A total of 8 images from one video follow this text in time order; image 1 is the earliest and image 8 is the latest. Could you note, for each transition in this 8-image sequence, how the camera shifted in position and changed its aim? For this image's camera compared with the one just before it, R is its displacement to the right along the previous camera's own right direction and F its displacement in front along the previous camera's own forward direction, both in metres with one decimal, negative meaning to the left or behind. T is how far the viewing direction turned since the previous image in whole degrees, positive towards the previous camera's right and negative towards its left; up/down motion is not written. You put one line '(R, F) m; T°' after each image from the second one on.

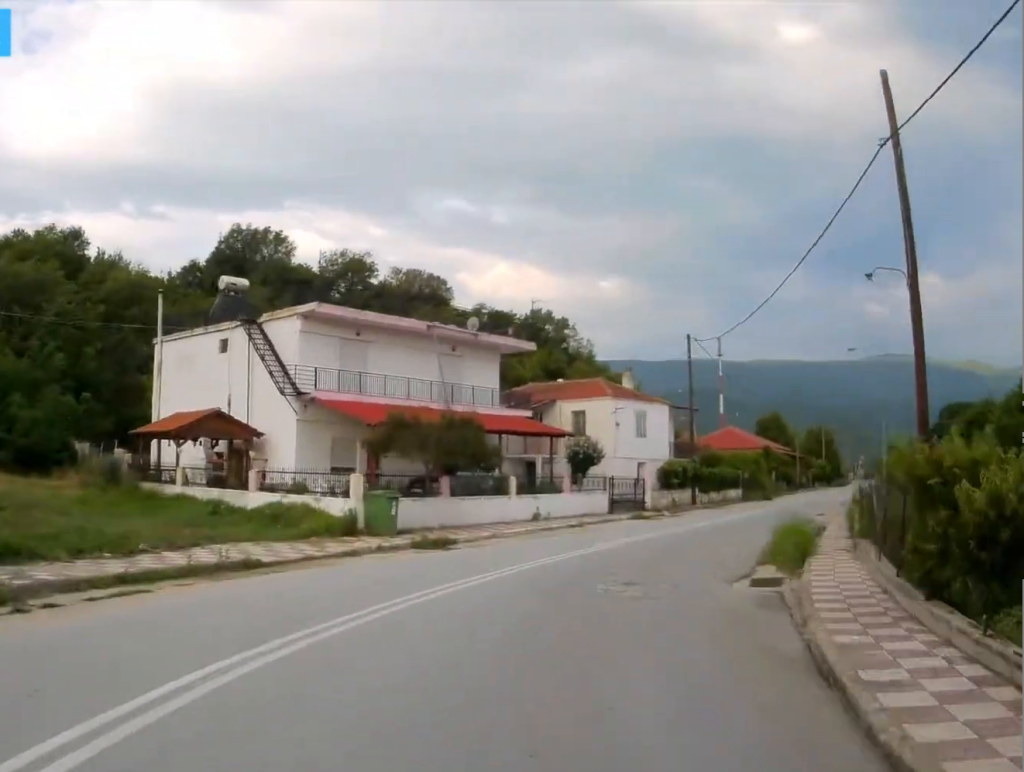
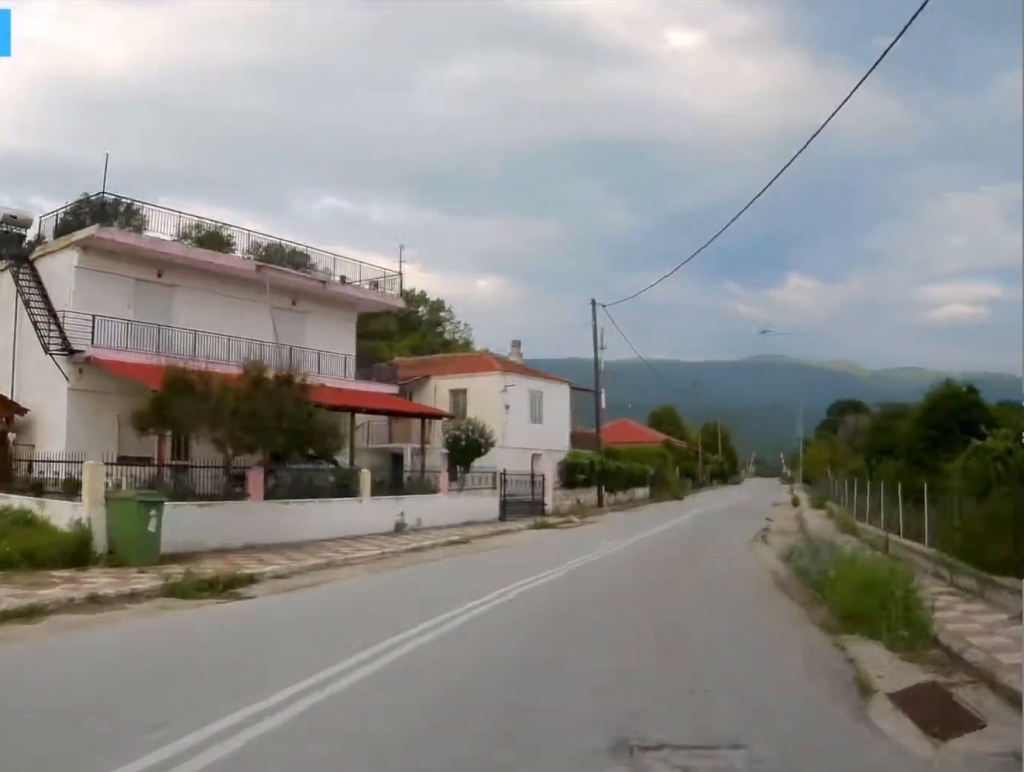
(-0.5, +9.9) m; +6°
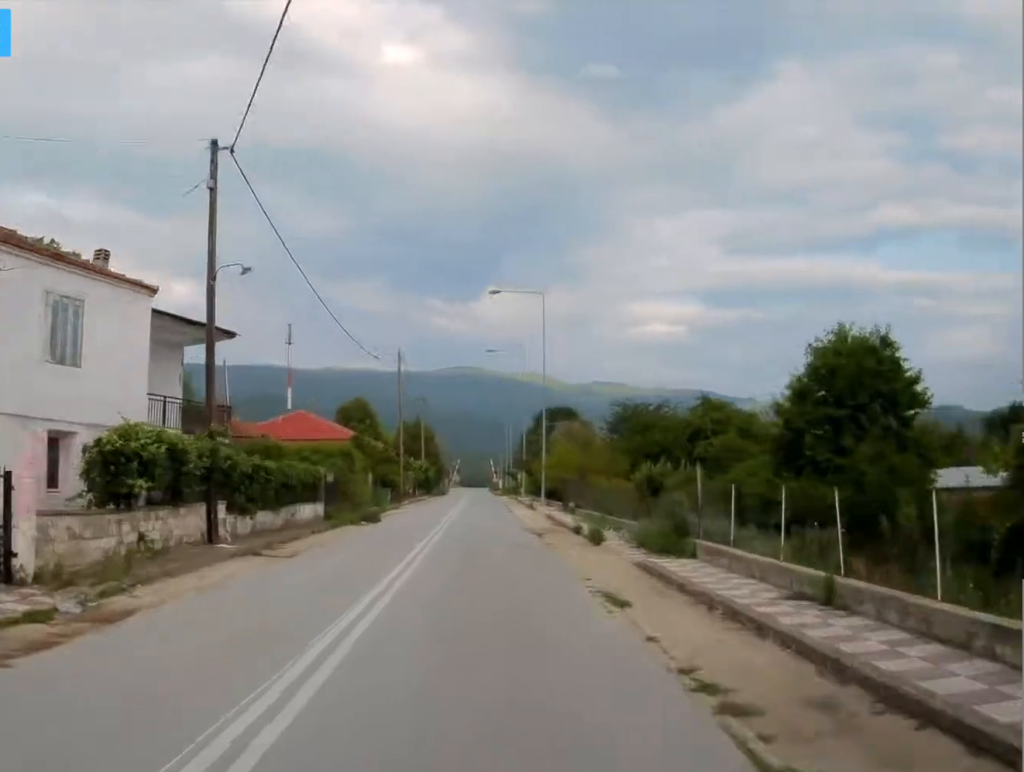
(+3.7, +19.5) m; +15°
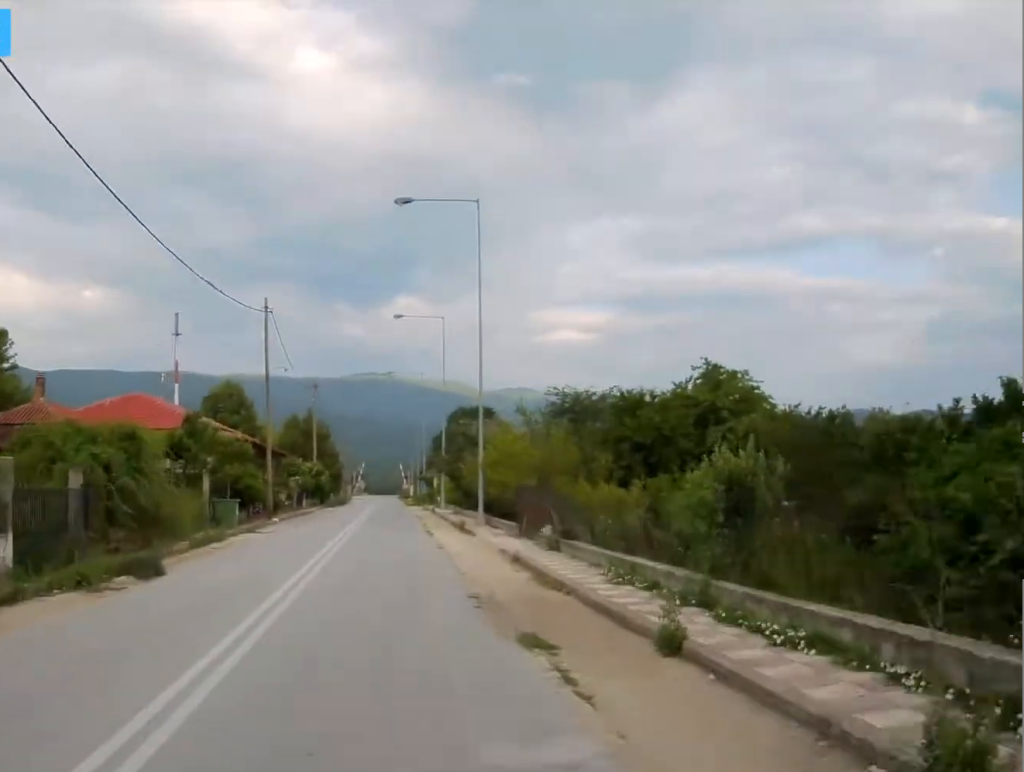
(+0.9, +16.7) m; +5°
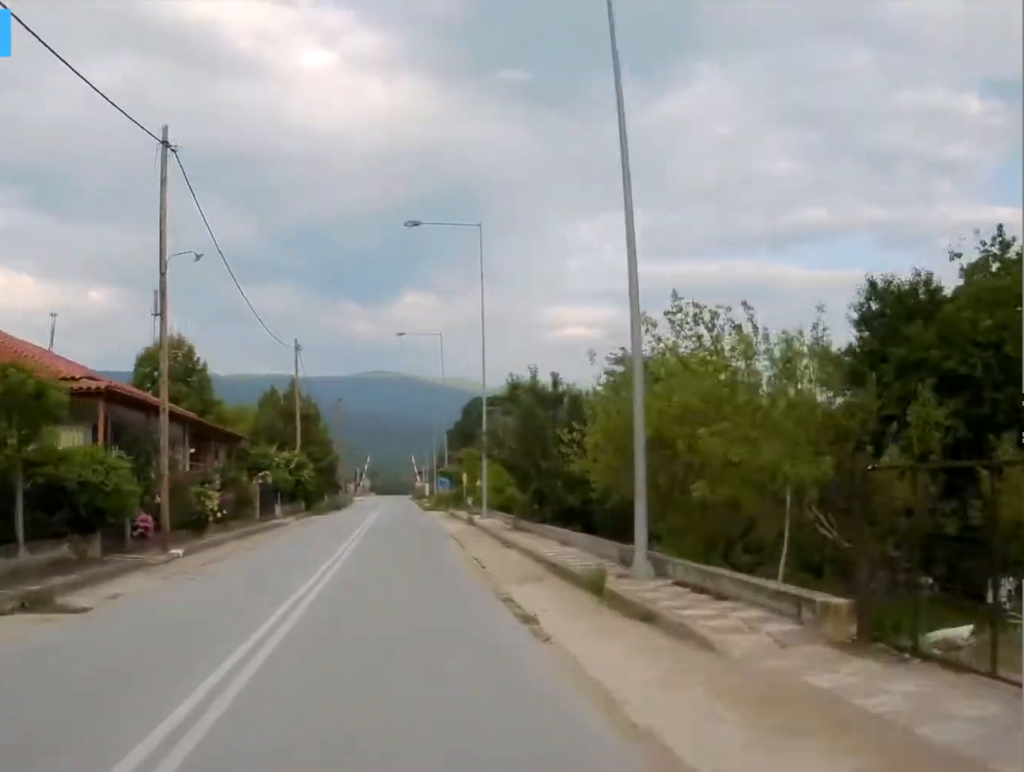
(+0.6, +19.4) m; 0°
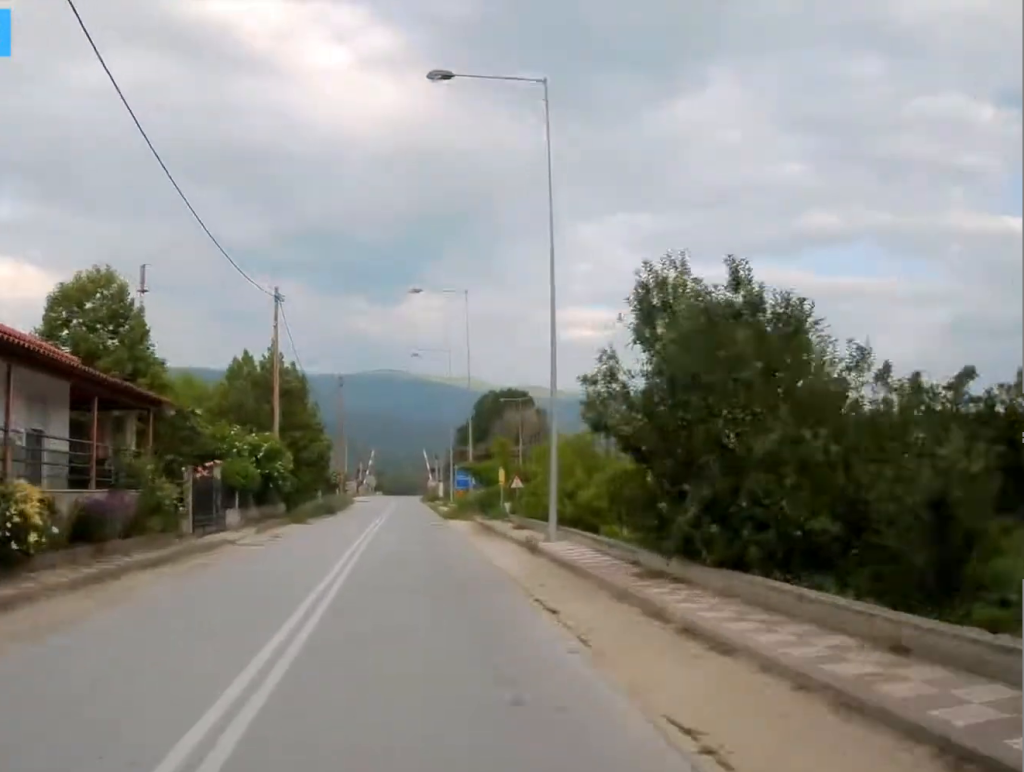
(-0.5, +14.5) m; -2°
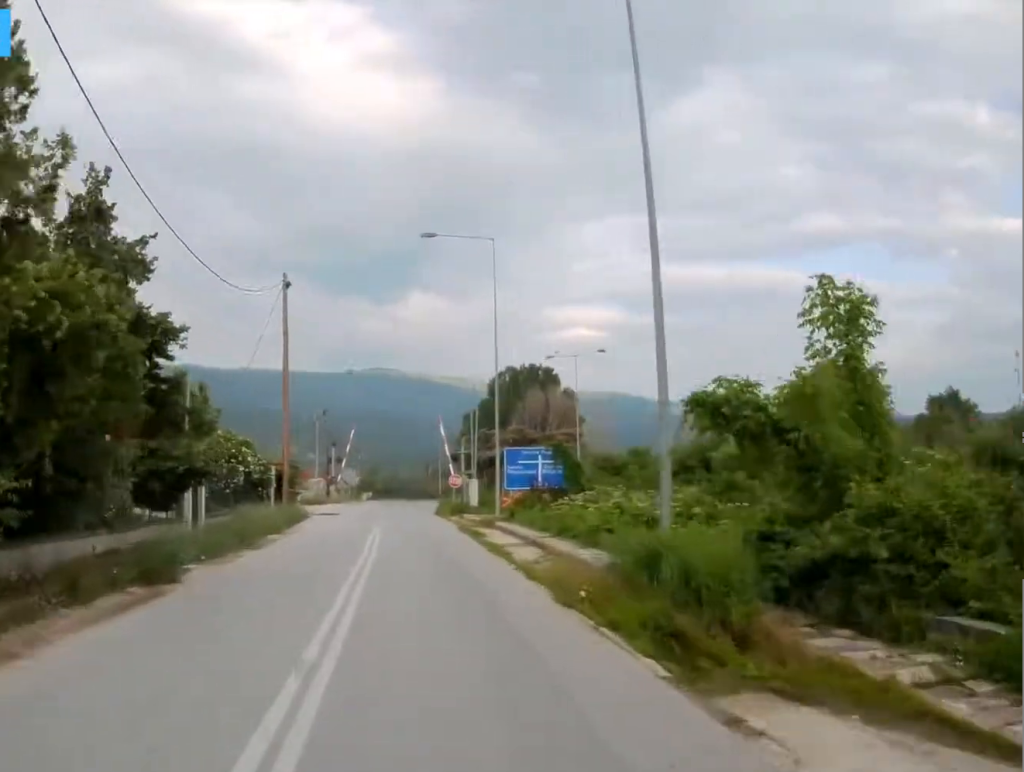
(-0.2, +38.2) m; +1°
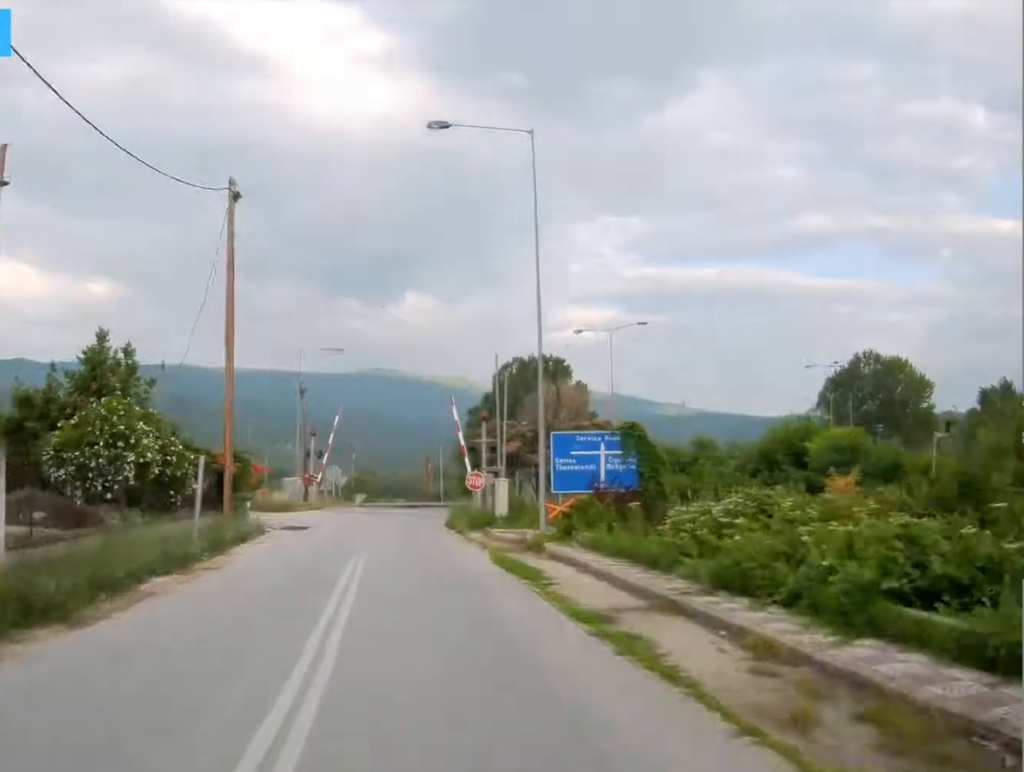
(+0.1, +12.8) m; 0°
